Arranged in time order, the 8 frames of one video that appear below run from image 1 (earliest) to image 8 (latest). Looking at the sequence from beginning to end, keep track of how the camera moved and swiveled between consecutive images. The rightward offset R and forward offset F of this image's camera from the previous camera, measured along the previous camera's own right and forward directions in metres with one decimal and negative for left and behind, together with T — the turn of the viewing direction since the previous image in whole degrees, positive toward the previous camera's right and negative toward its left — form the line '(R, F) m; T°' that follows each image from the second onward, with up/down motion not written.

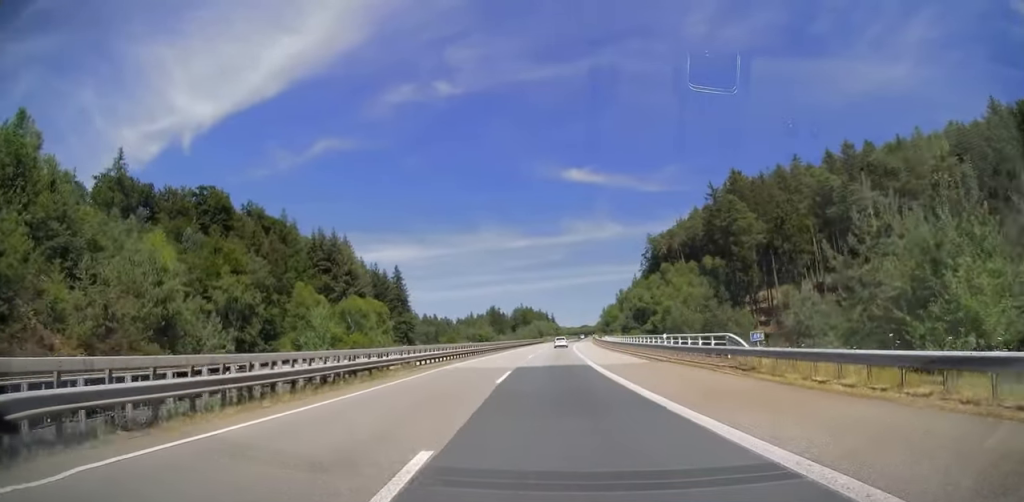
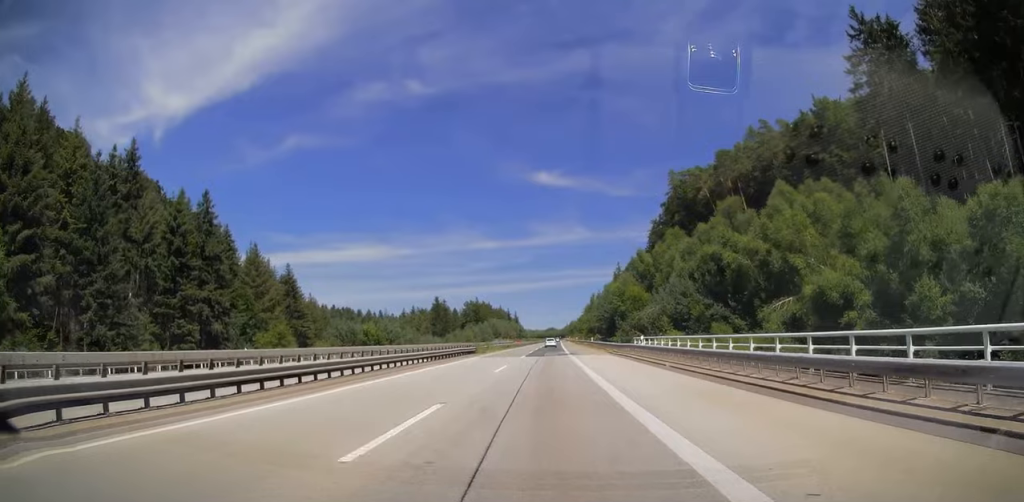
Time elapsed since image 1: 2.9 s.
(+3.9, +88.7) m; +4°
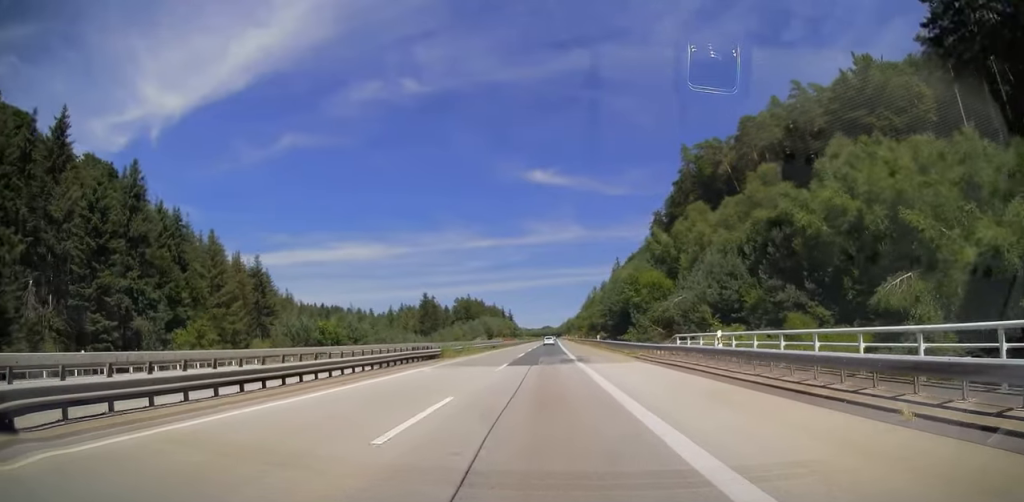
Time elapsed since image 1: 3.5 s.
(+0.1, +17.2) m; 0°
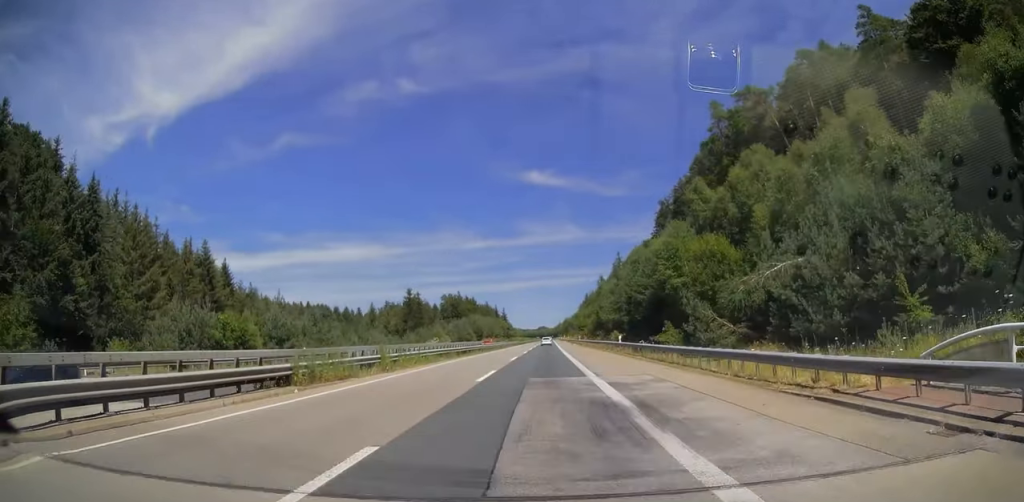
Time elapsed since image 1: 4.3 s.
(+0.1, +24.3) m; +1°
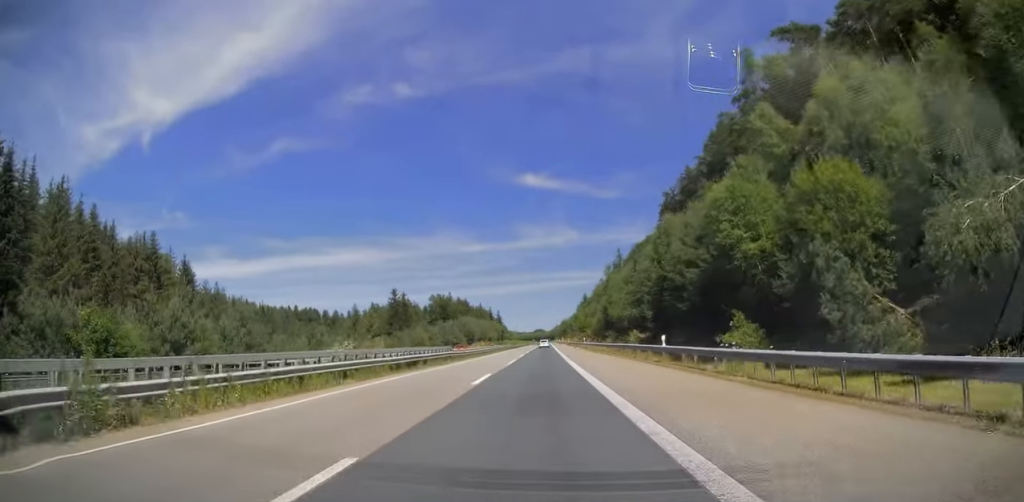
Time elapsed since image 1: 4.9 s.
(0.0, +18.7) m; +1°
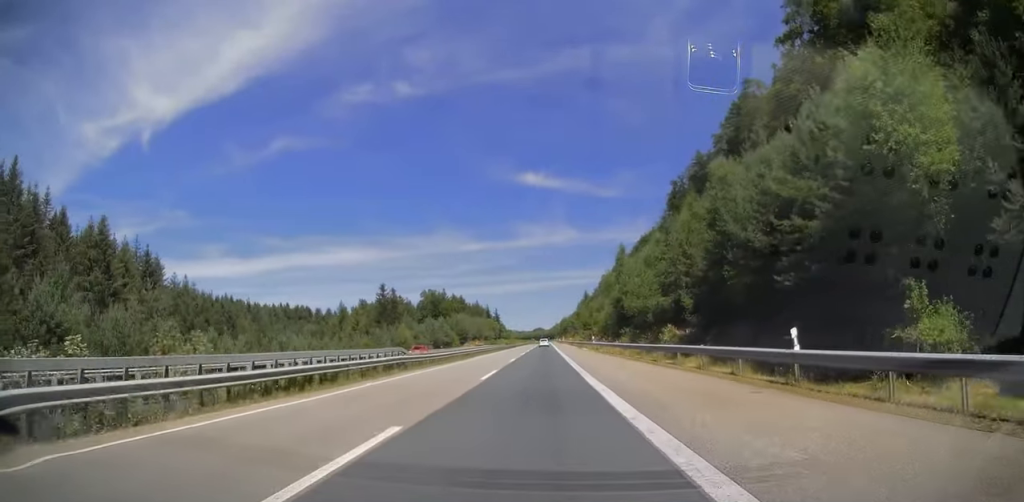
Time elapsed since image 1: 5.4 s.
(+0.1, +15.6) m; 0°
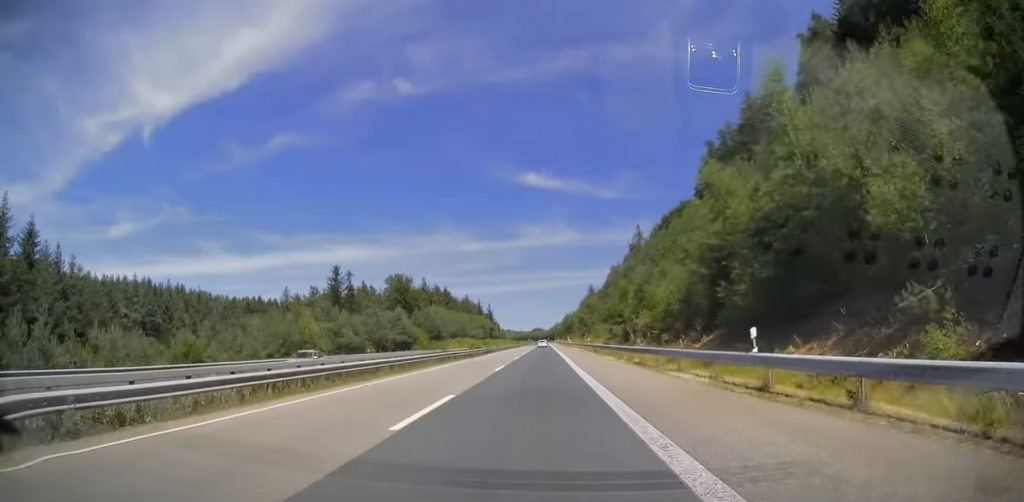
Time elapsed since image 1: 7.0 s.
(+0.3, +48.5) m; 0°
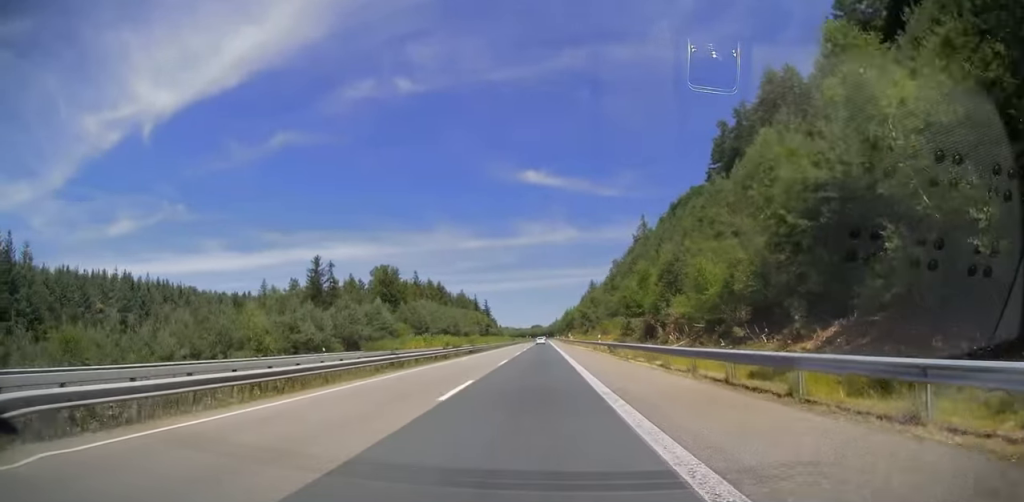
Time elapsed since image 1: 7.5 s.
(-0.2, +14.2) m; 0°
